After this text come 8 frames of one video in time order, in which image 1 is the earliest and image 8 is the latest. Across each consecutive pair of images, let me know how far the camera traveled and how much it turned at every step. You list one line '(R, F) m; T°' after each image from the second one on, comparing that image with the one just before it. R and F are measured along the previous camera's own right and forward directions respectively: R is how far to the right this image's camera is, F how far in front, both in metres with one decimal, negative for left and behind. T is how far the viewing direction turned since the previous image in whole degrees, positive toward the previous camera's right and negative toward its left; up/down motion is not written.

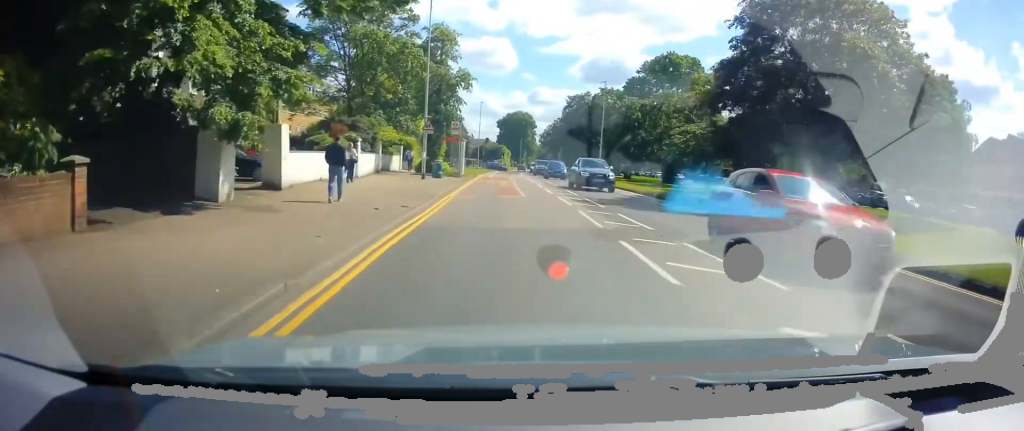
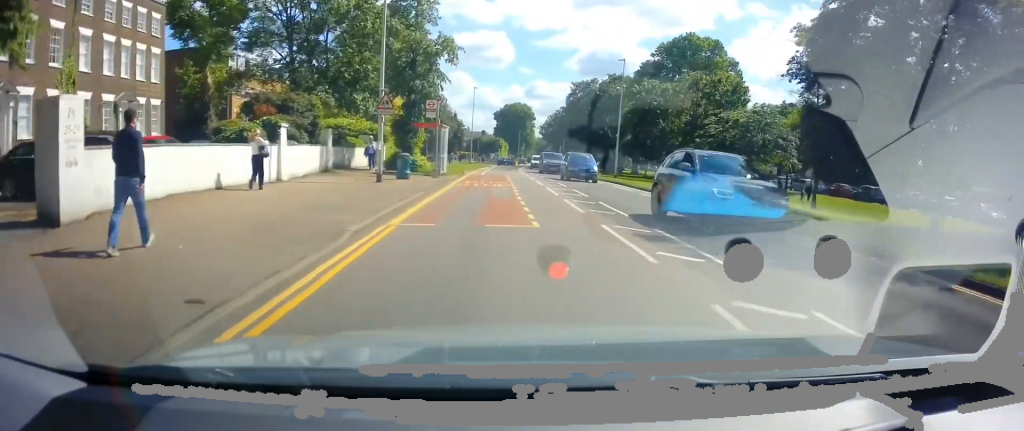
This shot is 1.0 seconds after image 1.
(+0.1, +10.0) m; 0°
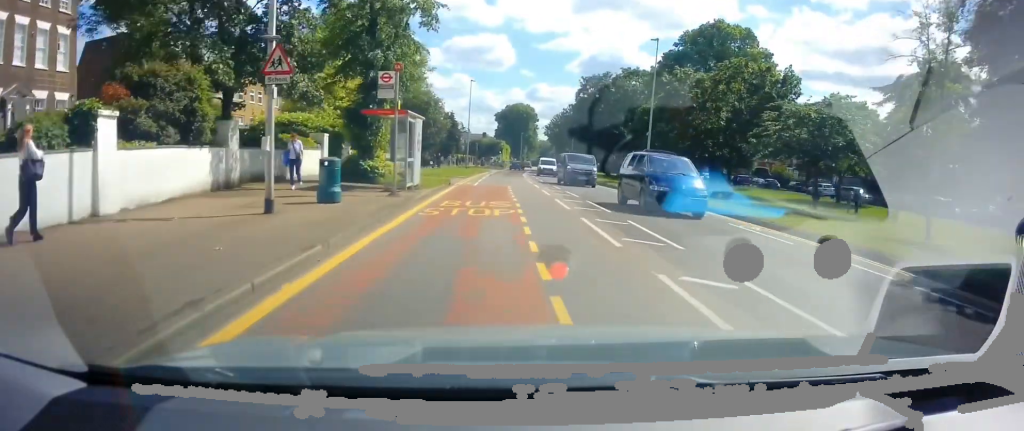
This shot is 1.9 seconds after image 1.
(-0.2, +10.0) m; 0°
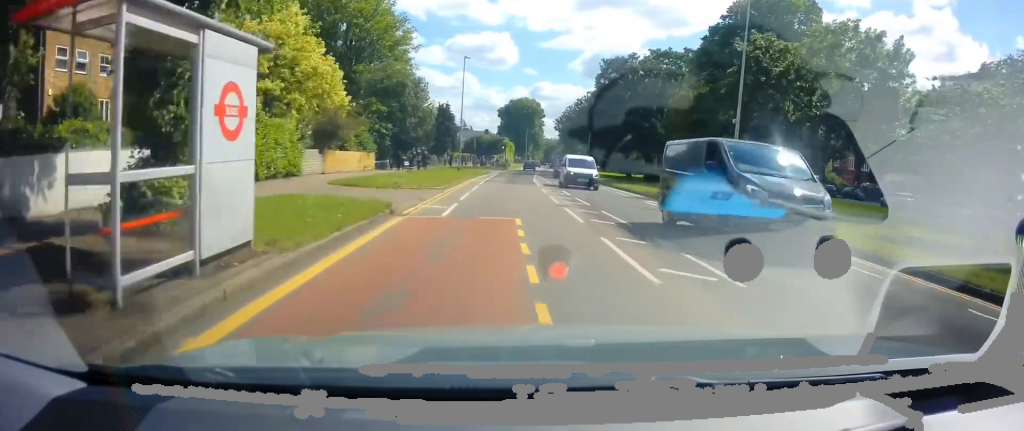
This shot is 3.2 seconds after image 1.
(+0.1, +14.2) m; -1°
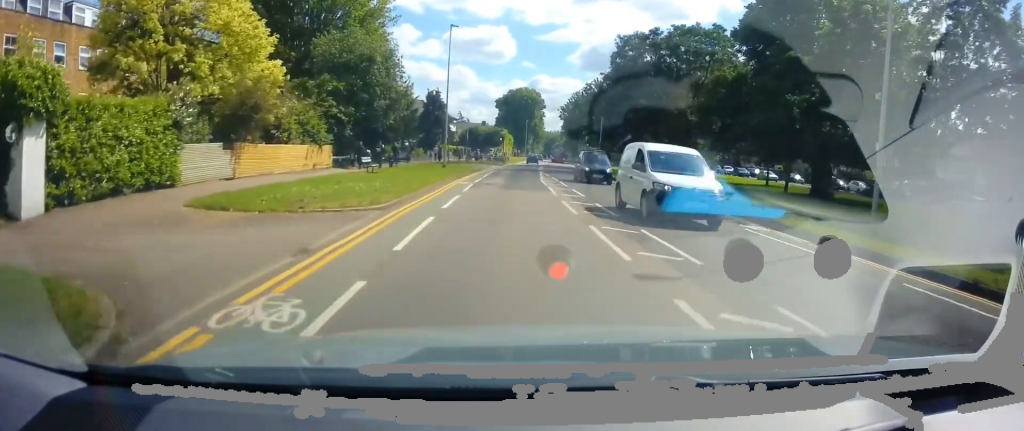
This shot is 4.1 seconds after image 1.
(-0.3, +10.4) m; 0°
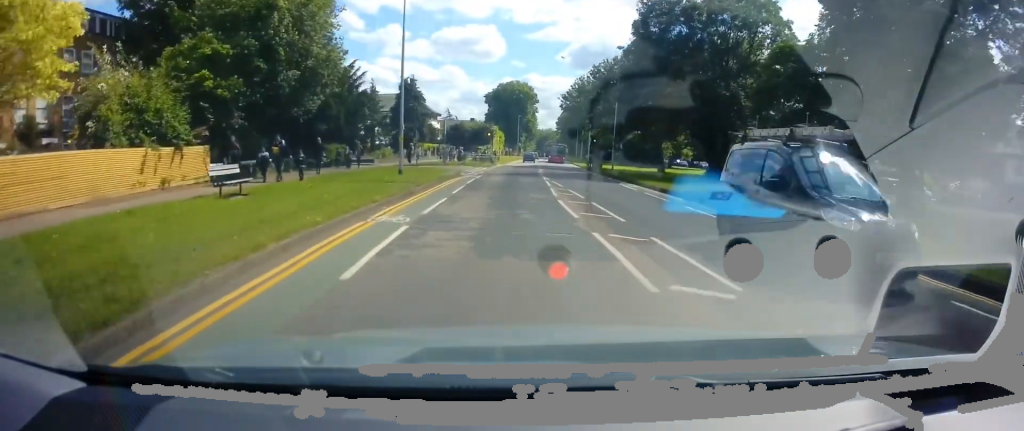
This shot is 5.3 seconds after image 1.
(+0.3, +13.8) m; +1°
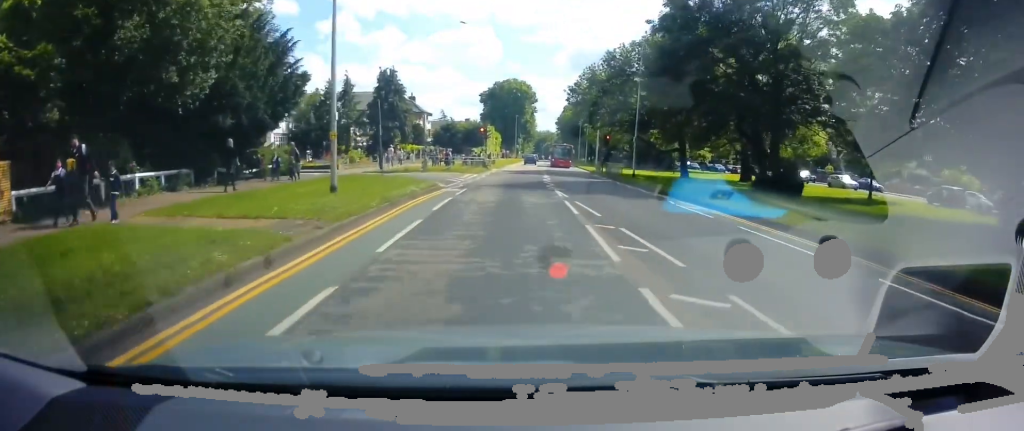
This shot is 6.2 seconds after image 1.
(-0.2, +10.0) m; 0°
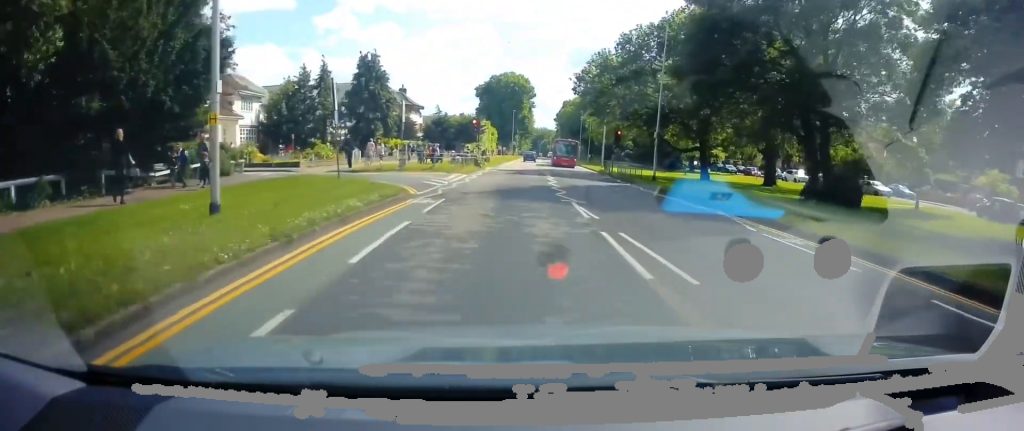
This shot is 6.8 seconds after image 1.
(+0.1, +7.1) m; 0°
